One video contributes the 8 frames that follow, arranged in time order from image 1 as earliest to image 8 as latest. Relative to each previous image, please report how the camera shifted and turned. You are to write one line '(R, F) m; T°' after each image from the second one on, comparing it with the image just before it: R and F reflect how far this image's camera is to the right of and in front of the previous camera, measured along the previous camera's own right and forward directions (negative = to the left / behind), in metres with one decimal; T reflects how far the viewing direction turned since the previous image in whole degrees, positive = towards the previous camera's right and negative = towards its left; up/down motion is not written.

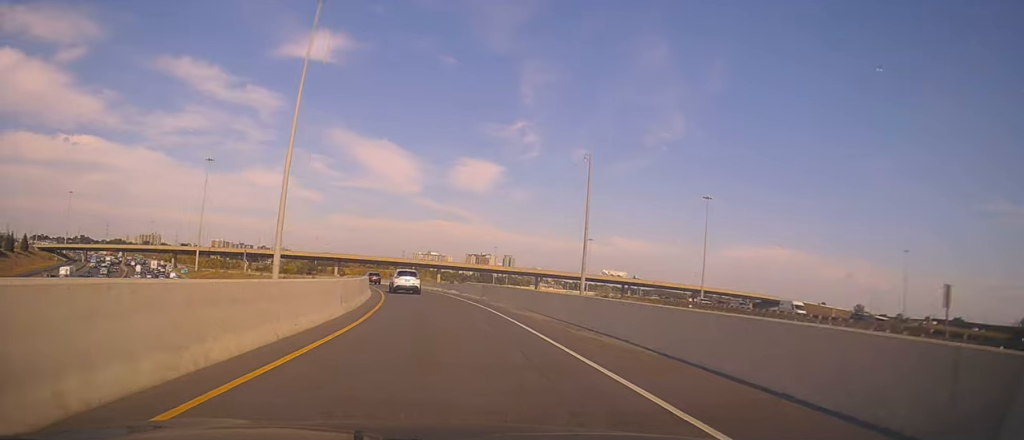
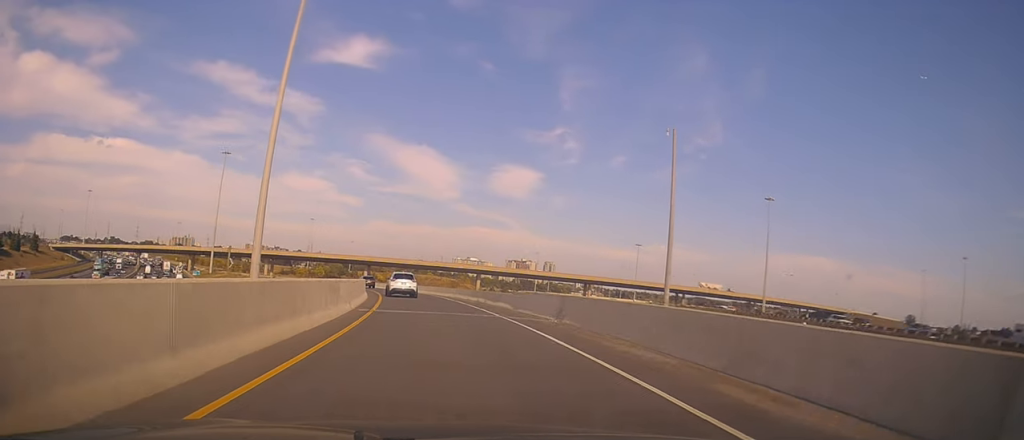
(-0.4, +18.9) m; -4°
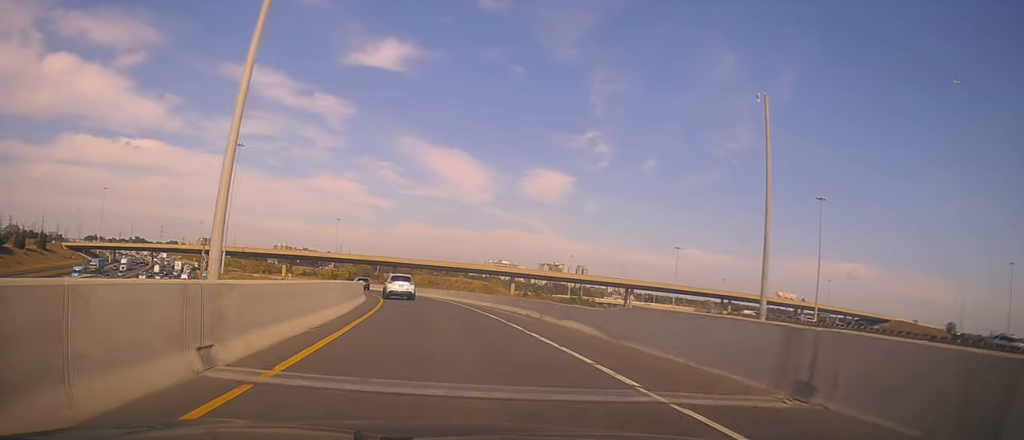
(-0.7, +14.5) m; -4°
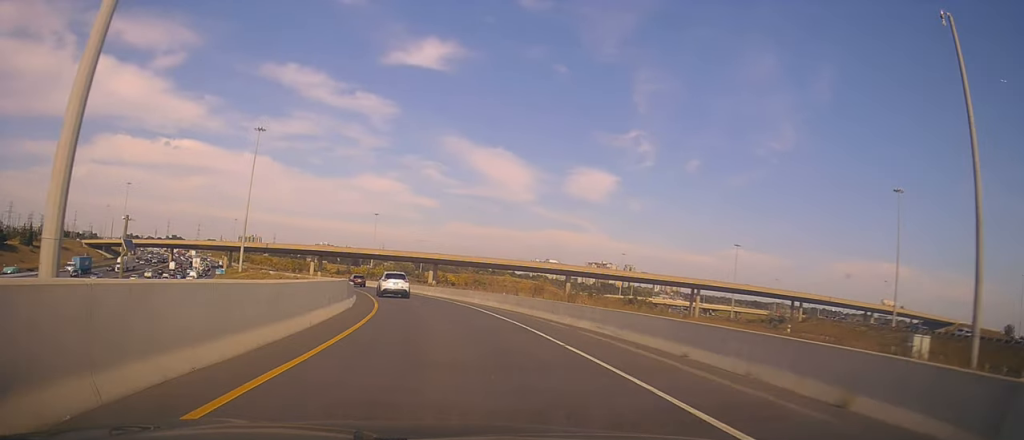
(-0.9, +19.7) m; -5°
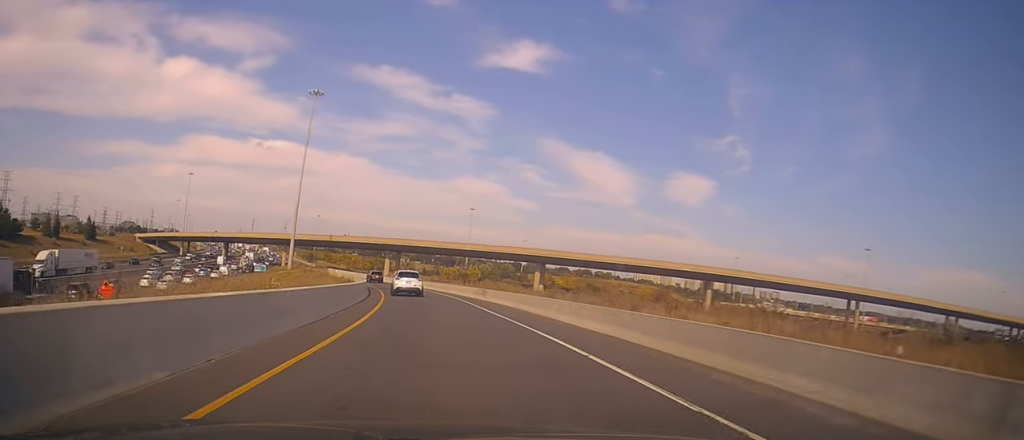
(-2.5, +35.3) m; -10°
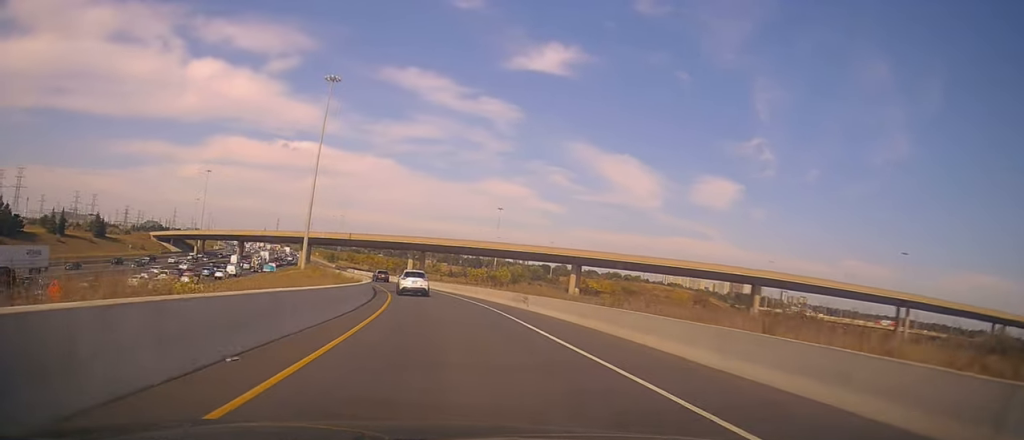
(-0.3, +10.6) m; -4°
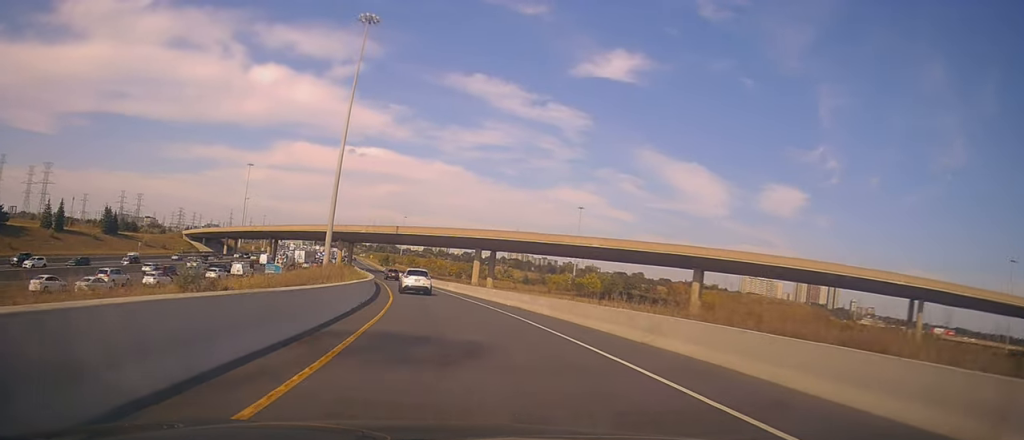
(-2.7, +32.4) m; -8°
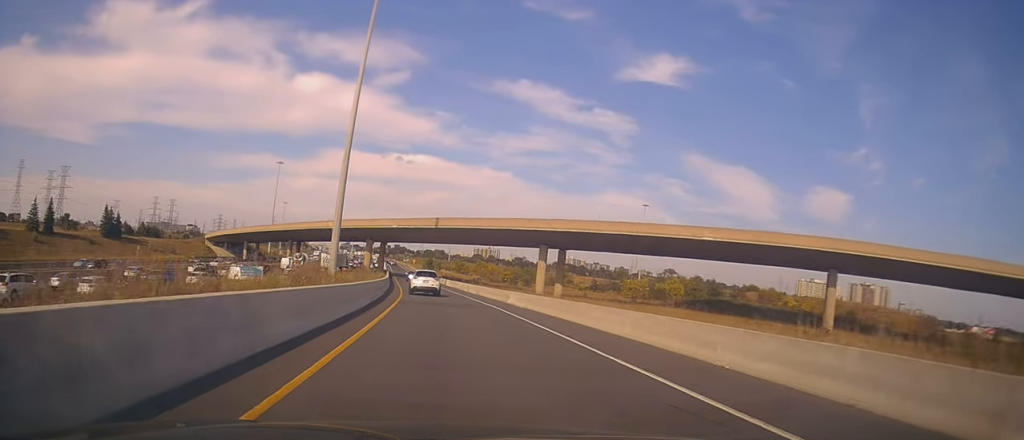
(-0.8, +24.5) m; -5°
